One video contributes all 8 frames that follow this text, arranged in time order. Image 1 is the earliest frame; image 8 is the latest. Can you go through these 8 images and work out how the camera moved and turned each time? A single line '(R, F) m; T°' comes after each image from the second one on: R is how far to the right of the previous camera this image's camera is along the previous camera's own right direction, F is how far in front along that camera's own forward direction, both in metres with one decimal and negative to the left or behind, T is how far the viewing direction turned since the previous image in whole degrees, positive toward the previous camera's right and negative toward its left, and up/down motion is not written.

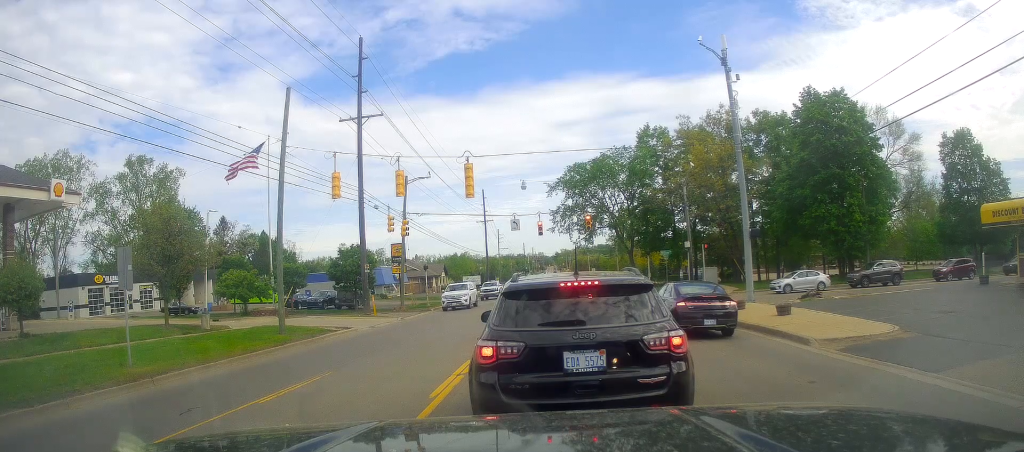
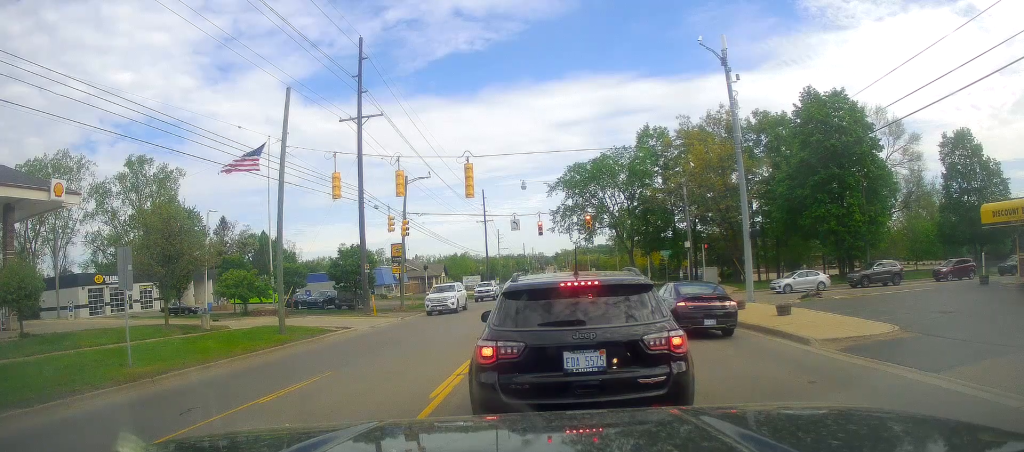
(0.0, 0.0) m; 0°
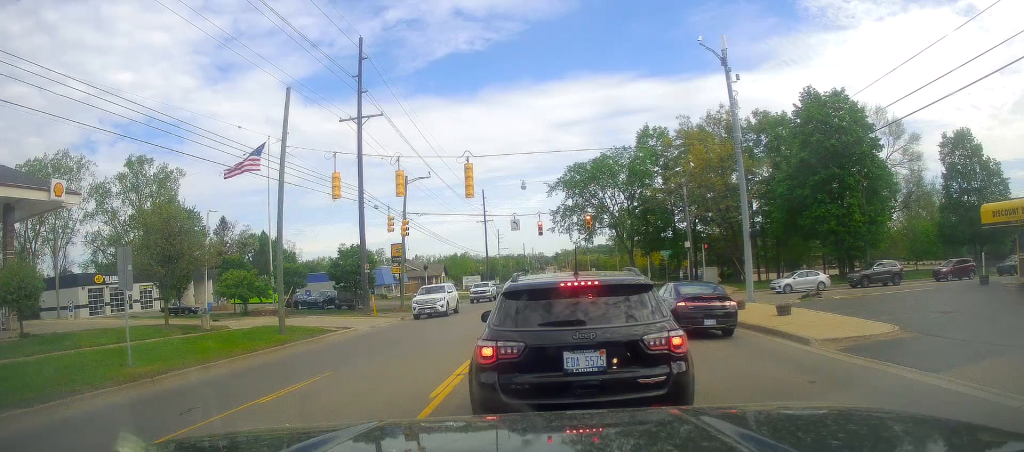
(0.0, 0.0) m; 0°
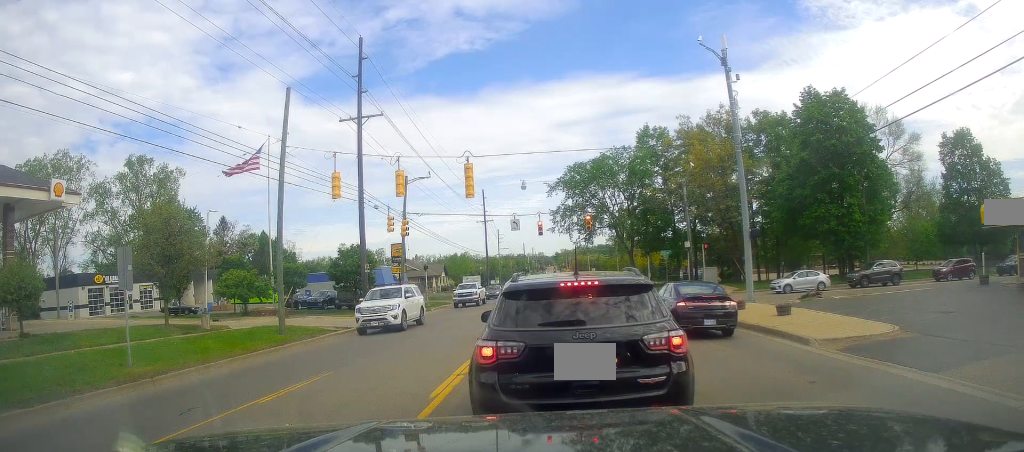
(0.0, 0.0) m; 0°
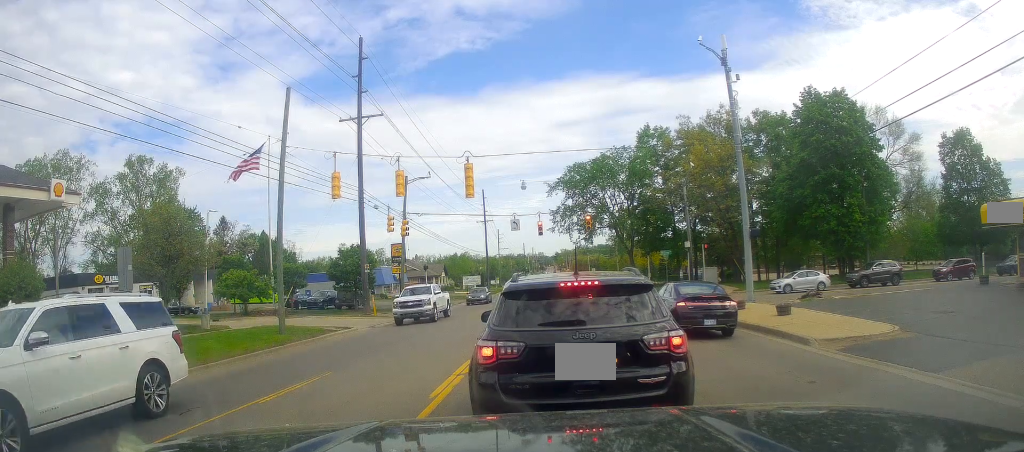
(0.0, 0.0) m; 0°
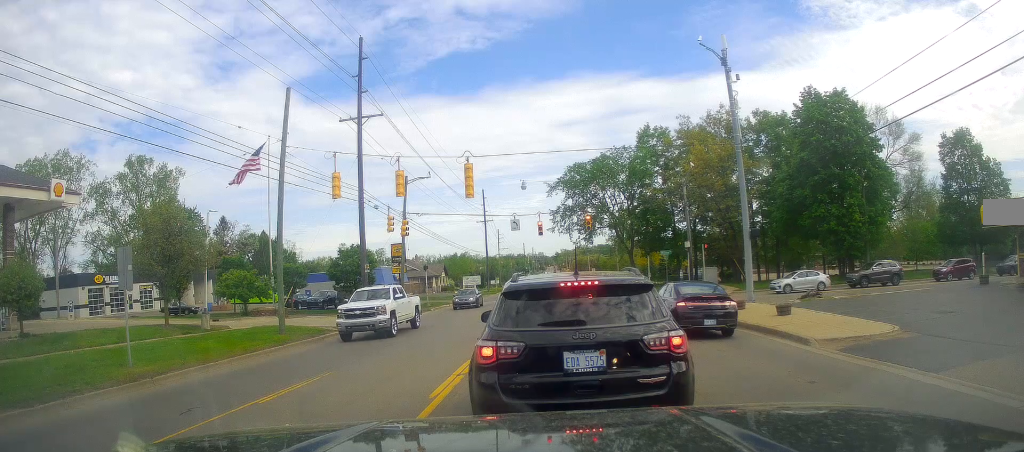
(0.0, 0.0) m; 0°
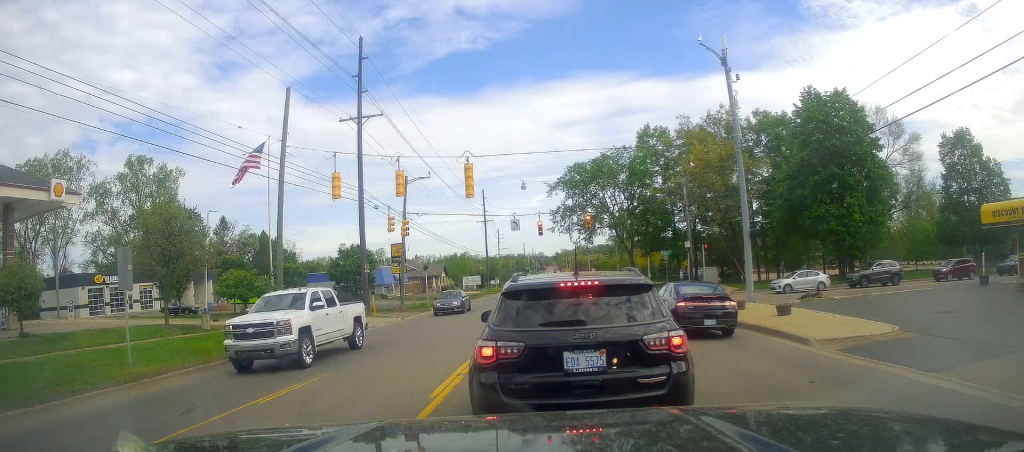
(0.0, 0.0) m; 0°
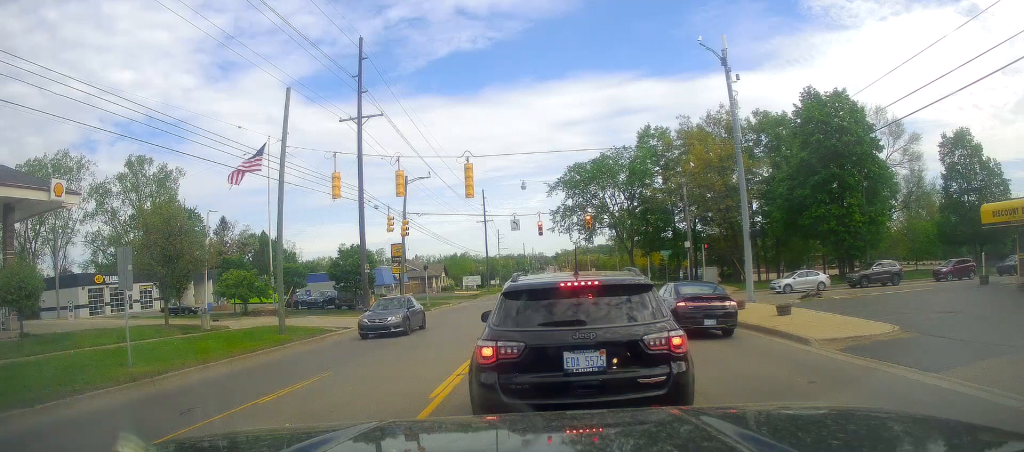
(0.0, 0.0) m; 0°
